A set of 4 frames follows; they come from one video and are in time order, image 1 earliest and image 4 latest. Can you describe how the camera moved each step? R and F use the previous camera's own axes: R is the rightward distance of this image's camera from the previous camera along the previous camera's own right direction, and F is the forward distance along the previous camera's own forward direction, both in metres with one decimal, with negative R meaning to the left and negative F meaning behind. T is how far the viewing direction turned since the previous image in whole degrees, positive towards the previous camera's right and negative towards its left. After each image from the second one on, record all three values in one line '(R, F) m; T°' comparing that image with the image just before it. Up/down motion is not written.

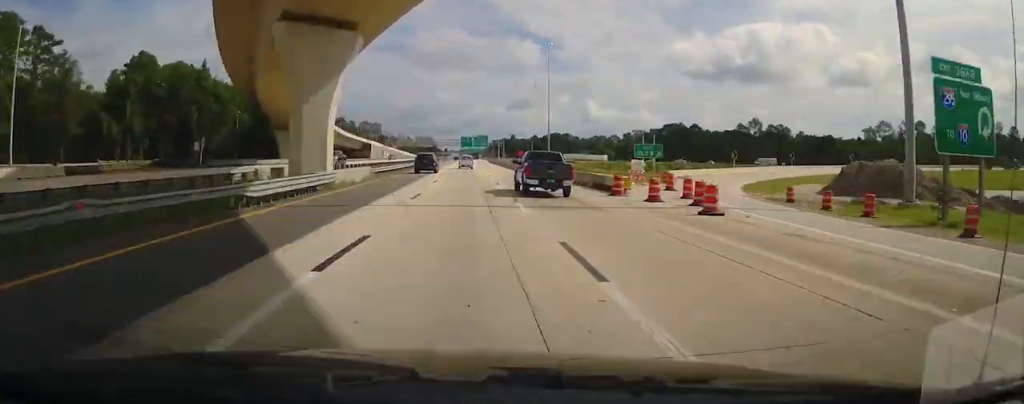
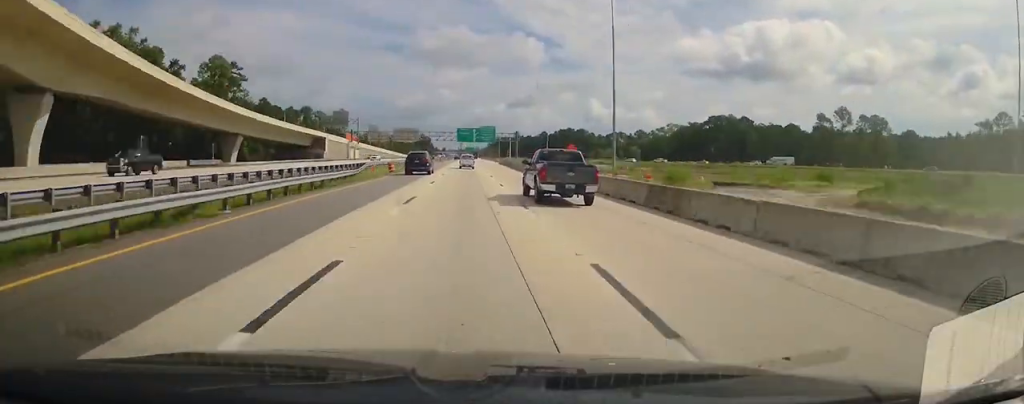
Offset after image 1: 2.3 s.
(-0.7, +75.4) m; 0°
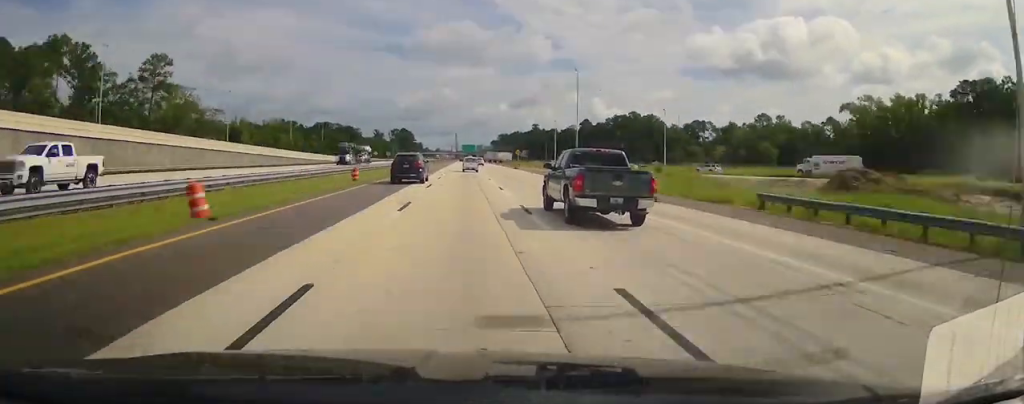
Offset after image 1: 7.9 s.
(+1.0, +168.7) m; +1°
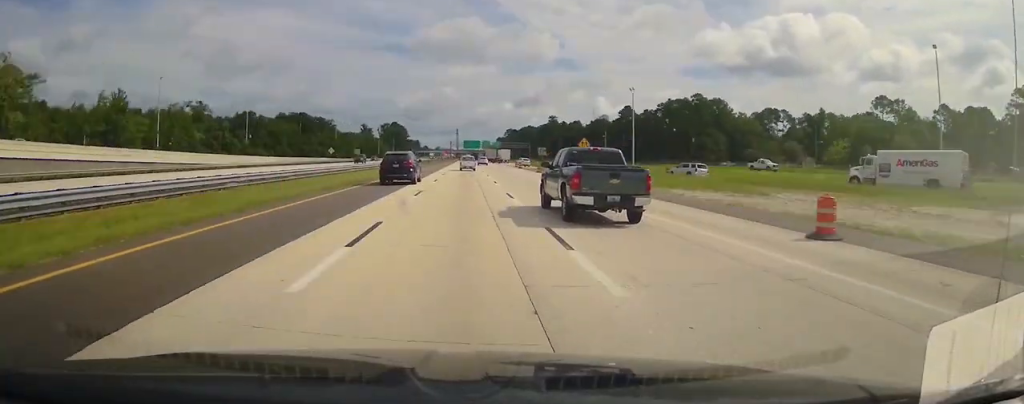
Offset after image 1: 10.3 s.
(+0.3, +64.0) m; 0°
